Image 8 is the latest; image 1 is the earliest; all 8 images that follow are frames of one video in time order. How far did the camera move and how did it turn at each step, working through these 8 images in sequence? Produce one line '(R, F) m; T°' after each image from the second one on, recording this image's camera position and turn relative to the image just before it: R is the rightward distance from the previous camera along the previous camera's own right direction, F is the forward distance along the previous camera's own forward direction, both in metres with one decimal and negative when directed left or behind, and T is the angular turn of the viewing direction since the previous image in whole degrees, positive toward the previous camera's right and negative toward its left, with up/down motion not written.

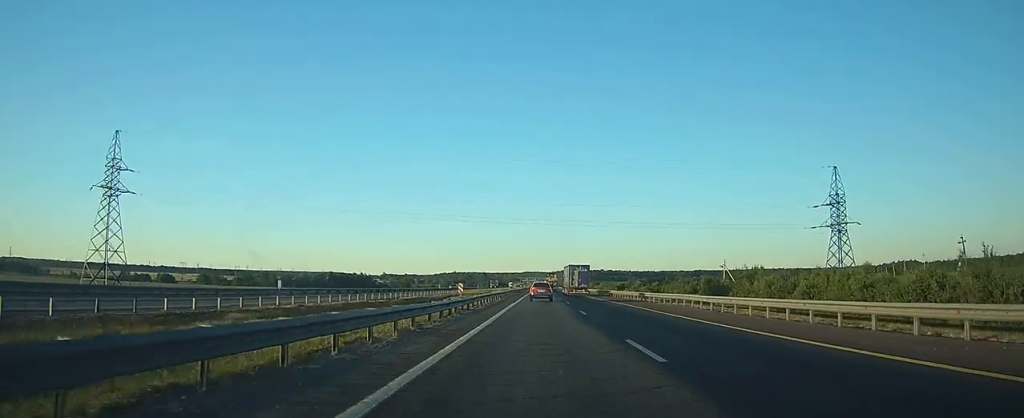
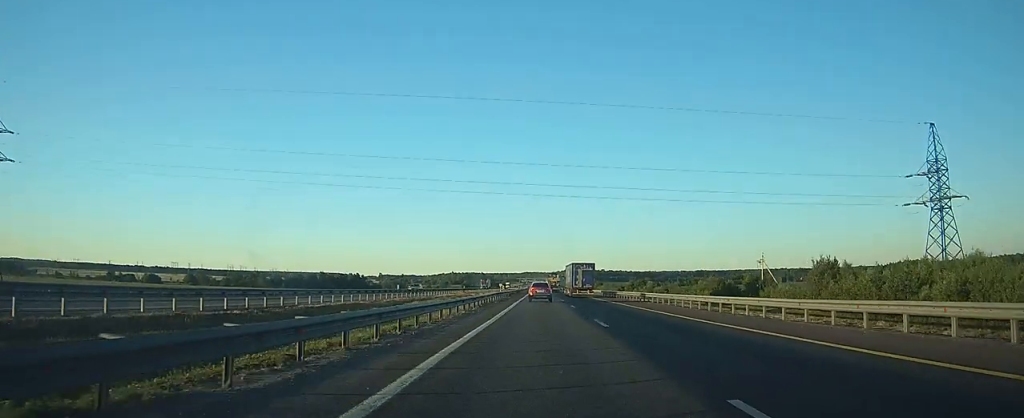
(0.0, +23.3) m; 0°
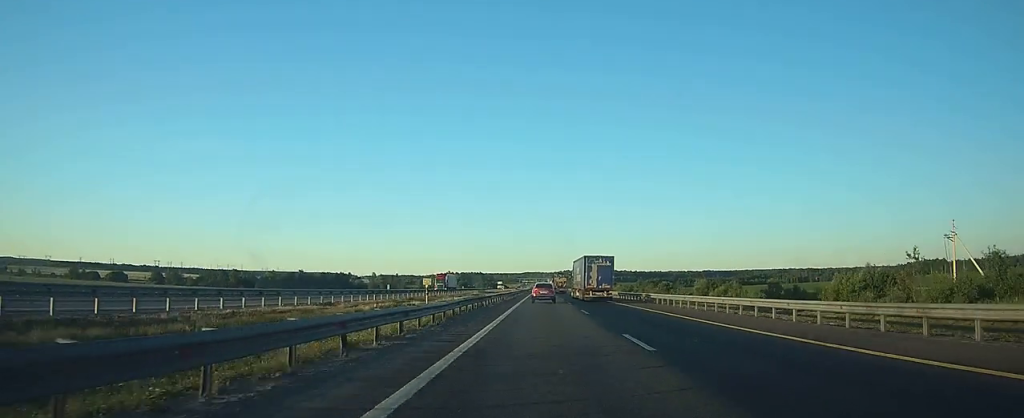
(-0.1, +54.0) m; 0°
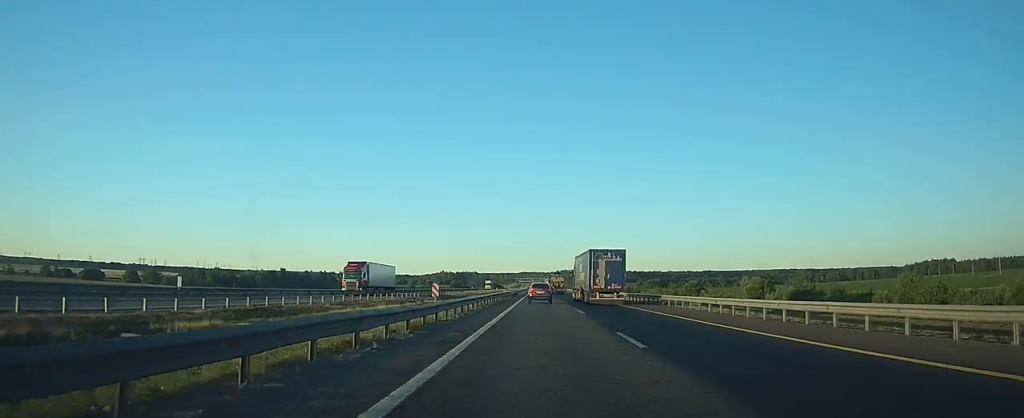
(0.0, +30.8) m; 0°
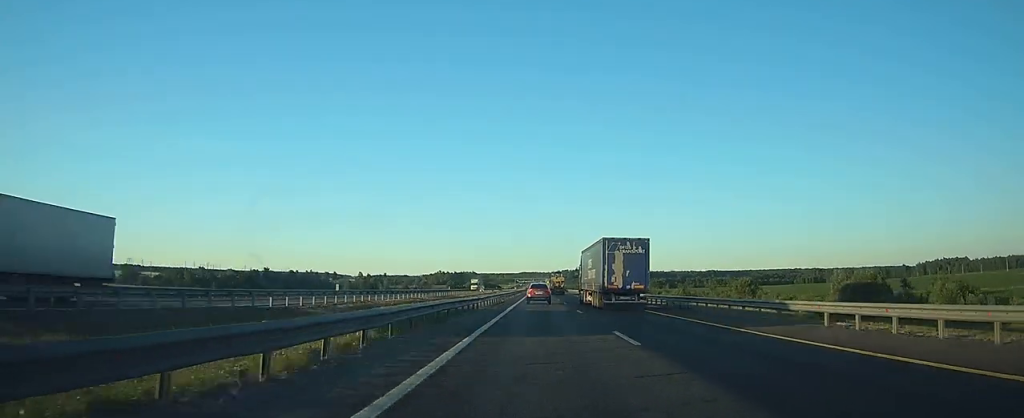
(+0.1, +31.0) m; 0°
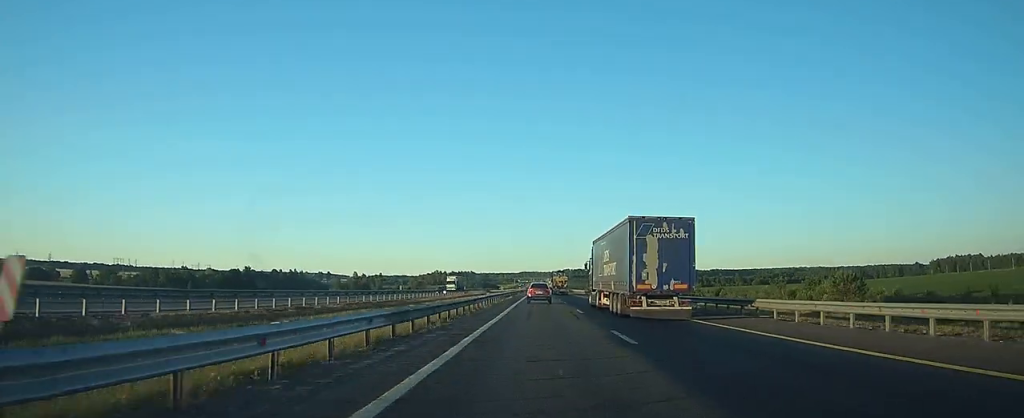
(0.0, +31.4) m; 0°
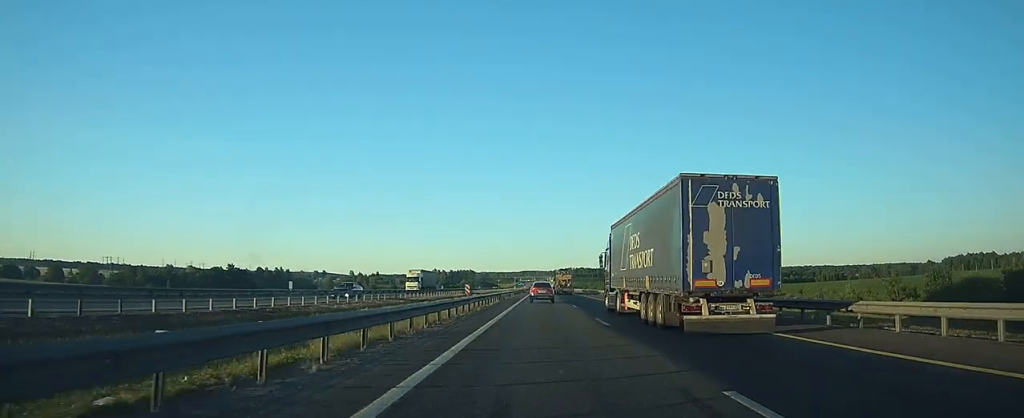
(0.0, +26.2) m; 0°
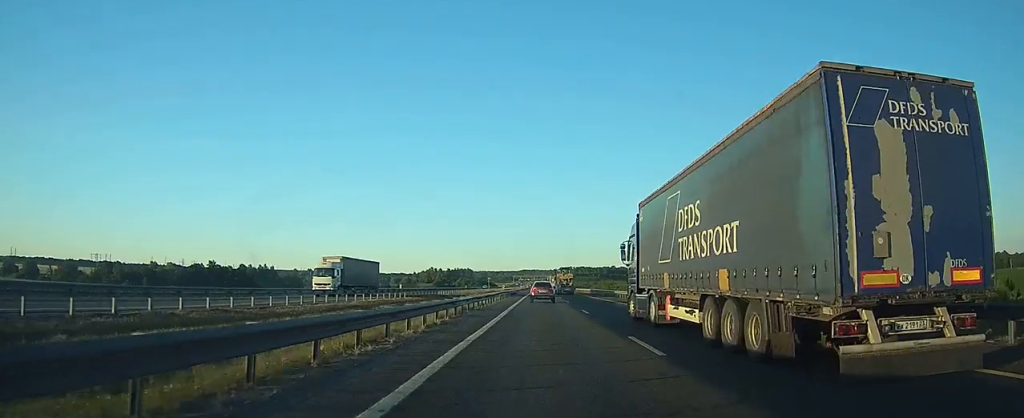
(0.0, +24.2) m; 0°
